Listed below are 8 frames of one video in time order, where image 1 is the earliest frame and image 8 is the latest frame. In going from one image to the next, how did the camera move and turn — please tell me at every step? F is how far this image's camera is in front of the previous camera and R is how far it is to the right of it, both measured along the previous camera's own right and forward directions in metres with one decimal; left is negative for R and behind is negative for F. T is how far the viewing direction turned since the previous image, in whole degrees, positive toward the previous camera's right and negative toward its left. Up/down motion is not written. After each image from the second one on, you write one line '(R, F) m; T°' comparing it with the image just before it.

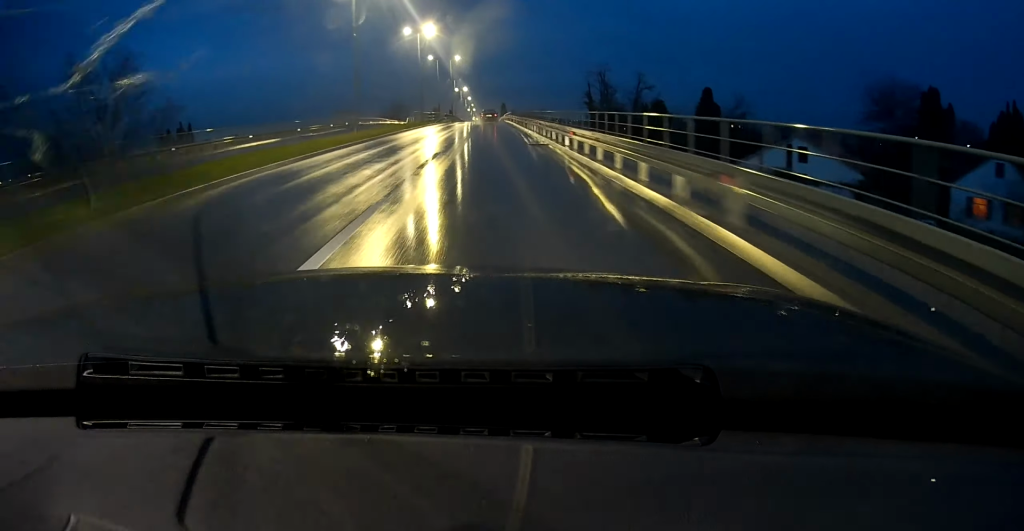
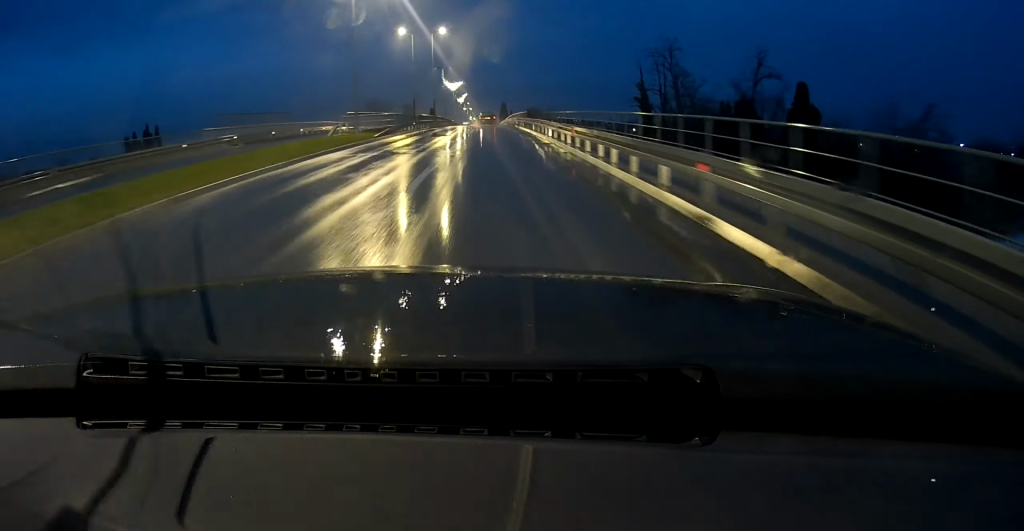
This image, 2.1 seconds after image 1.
(0.0, +34.6) m; 0°
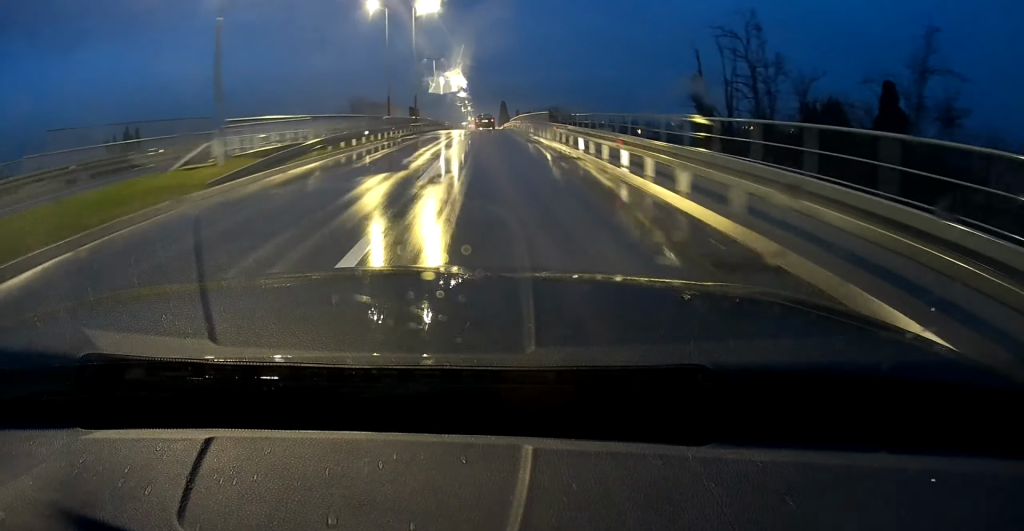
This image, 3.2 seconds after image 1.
(-0.1, +18.3) m; 0°
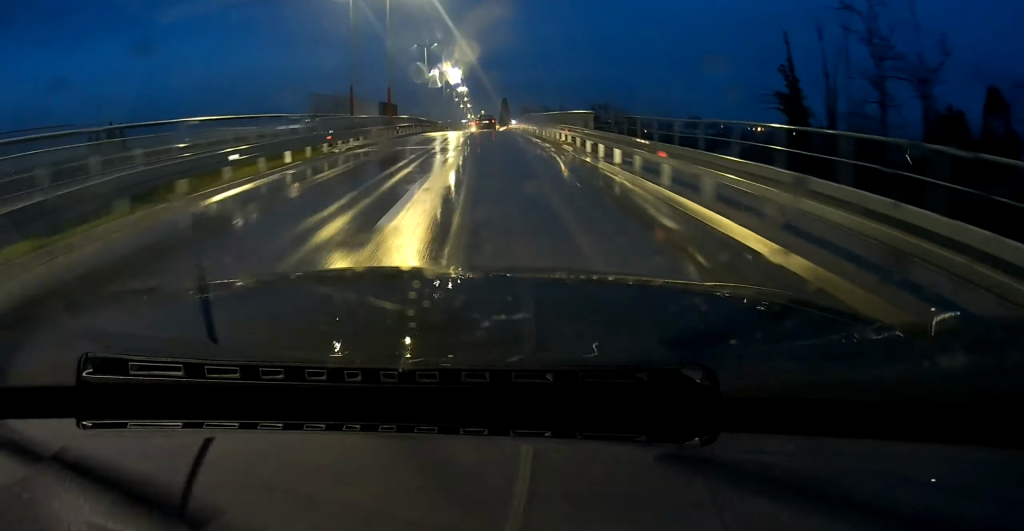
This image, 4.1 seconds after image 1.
(+0.1, +14.8) m; 0°
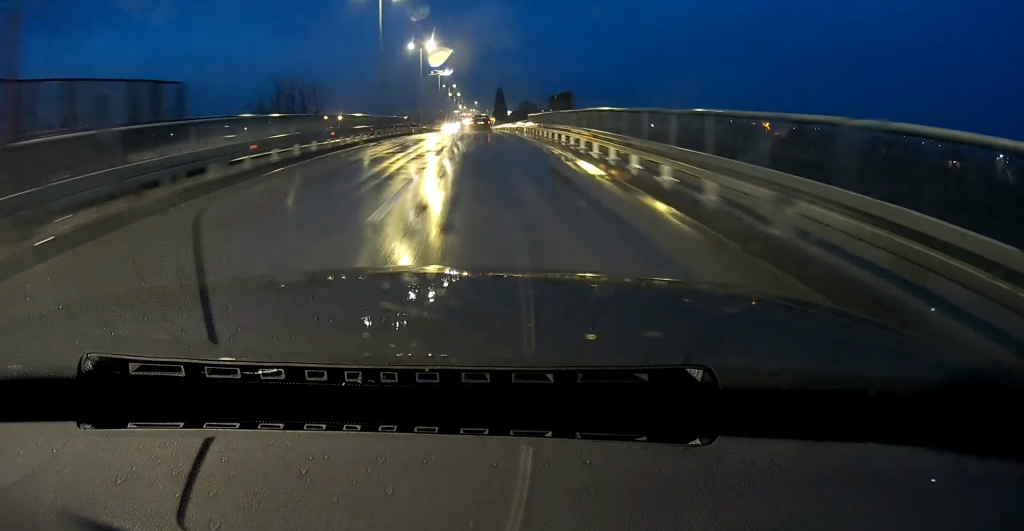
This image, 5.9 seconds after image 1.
(+0.1, +30.4) m; 0°
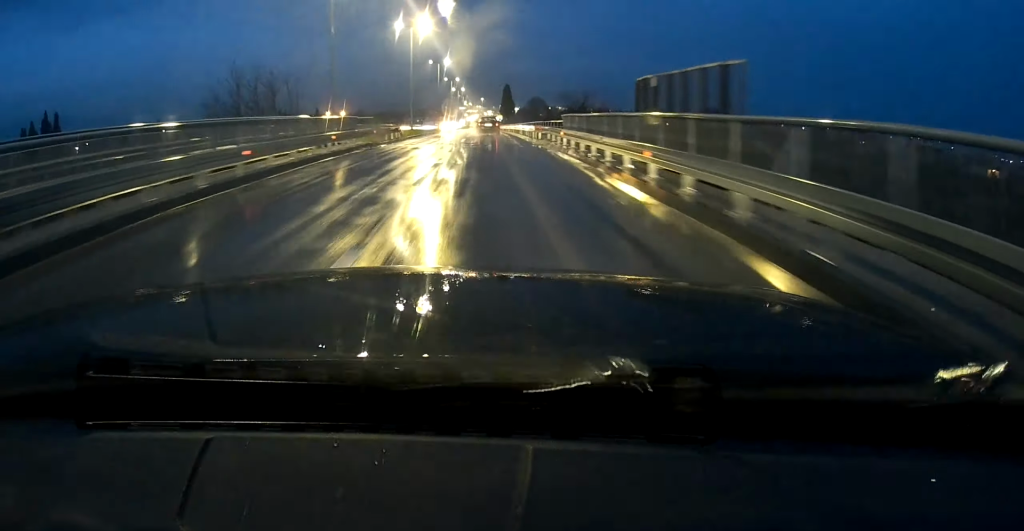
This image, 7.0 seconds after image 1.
(0.0, +17.2) m; 0°
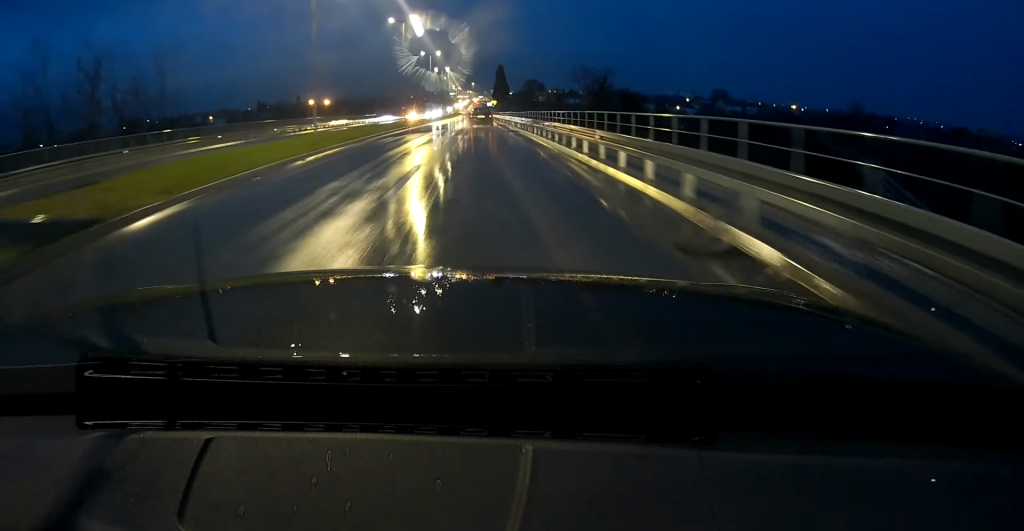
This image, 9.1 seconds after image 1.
(+0.1, +33.4) m; 0°
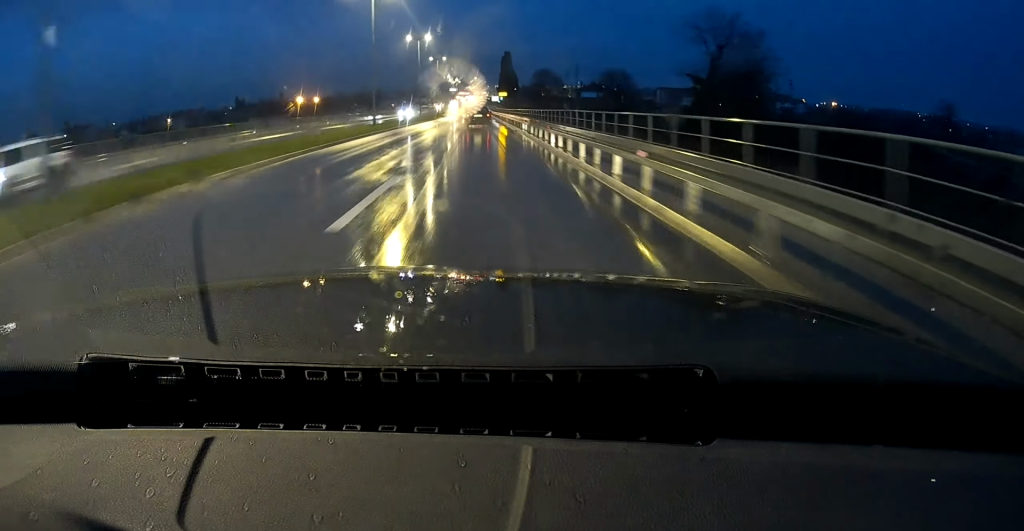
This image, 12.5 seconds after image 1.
(-0.1, +52.6) m; 0°
